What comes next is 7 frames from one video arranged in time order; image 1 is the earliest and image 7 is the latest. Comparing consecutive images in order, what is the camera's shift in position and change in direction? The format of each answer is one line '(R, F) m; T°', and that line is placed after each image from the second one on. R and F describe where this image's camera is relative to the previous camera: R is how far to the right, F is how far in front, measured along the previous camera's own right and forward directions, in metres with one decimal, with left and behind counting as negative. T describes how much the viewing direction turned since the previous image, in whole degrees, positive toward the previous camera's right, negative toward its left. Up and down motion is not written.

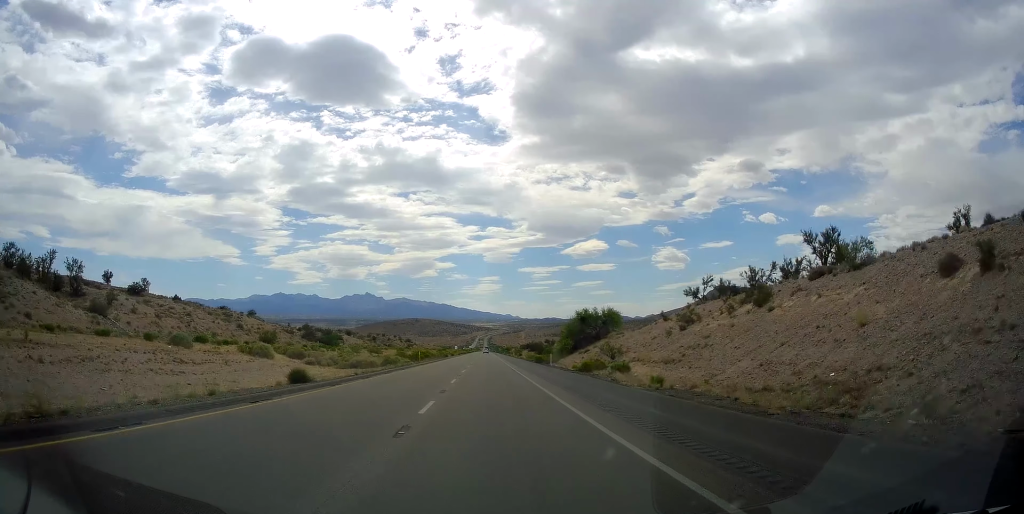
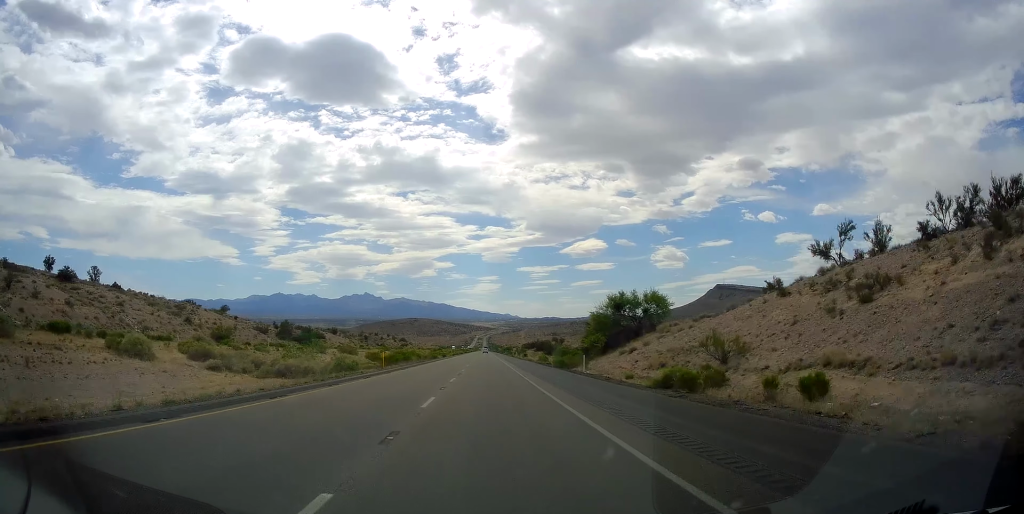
(0.0, +23.0) m; 0°
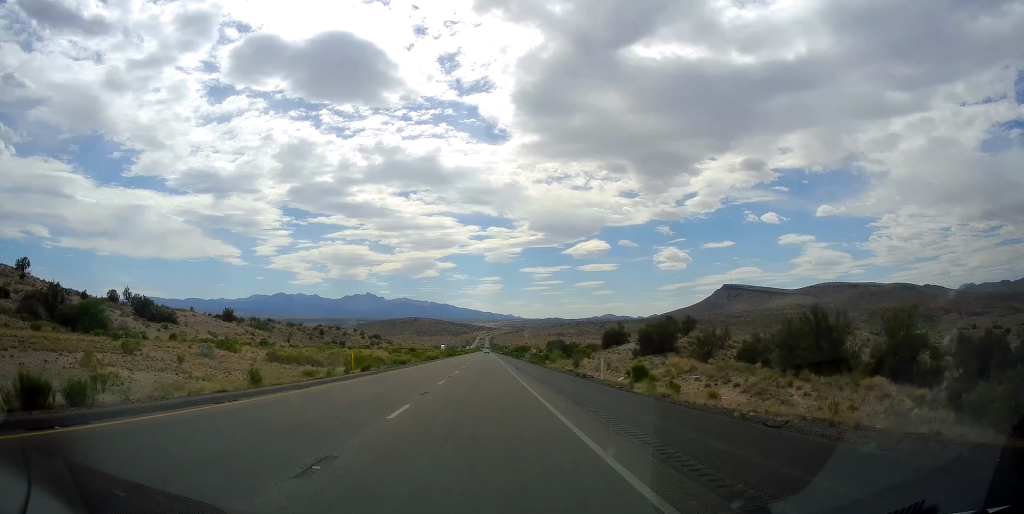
(0.0, +98.2) m; 0°
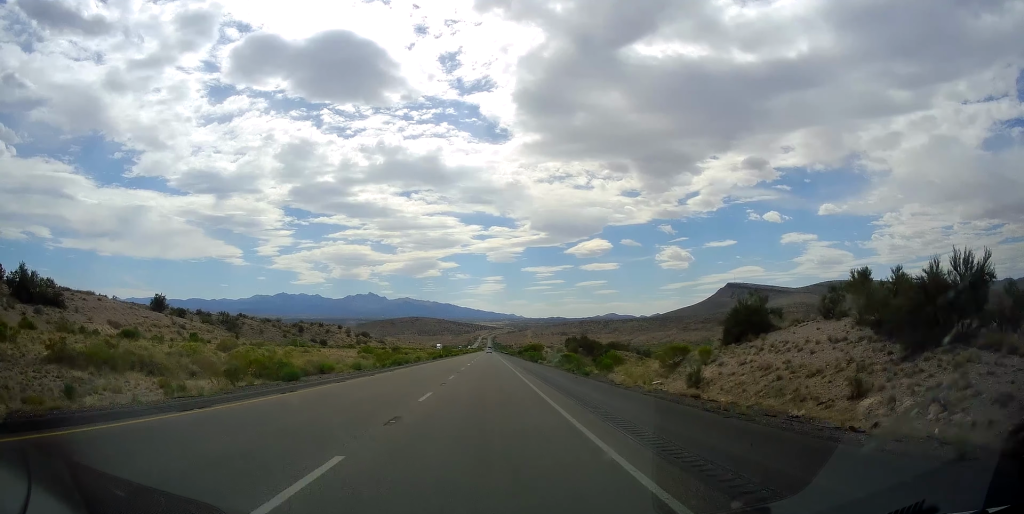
(0.0, +31.5) m; 0°
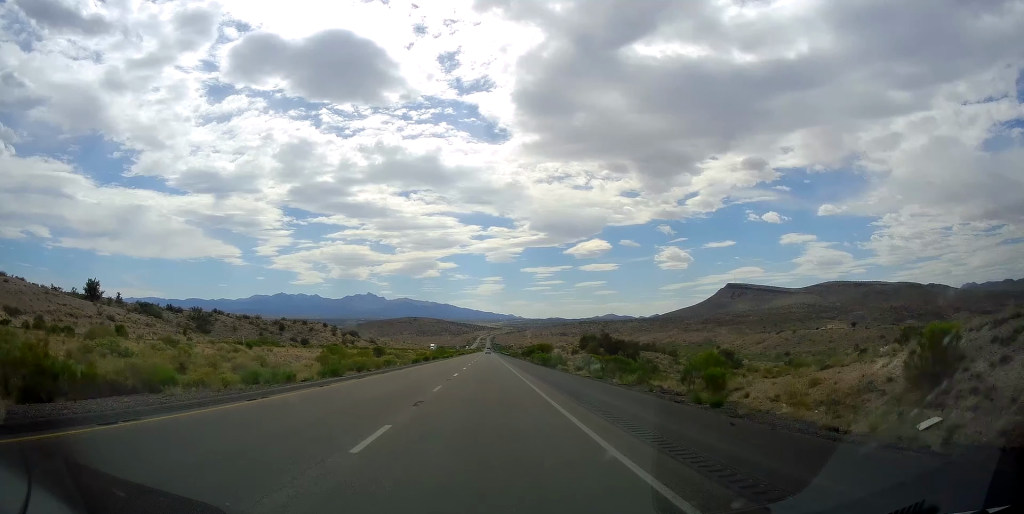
(0.0, +19.9) m; 0°
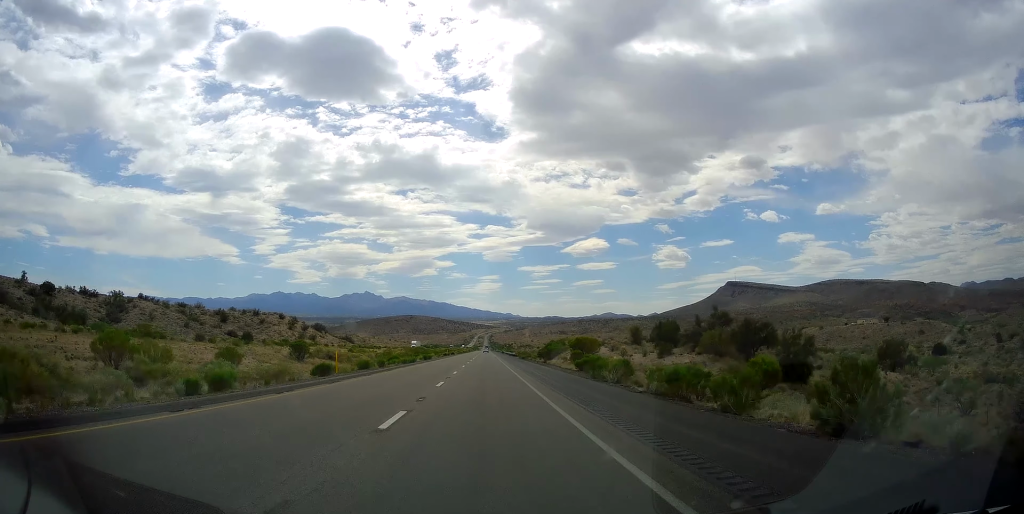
(0.0, +43.2) m; 0°
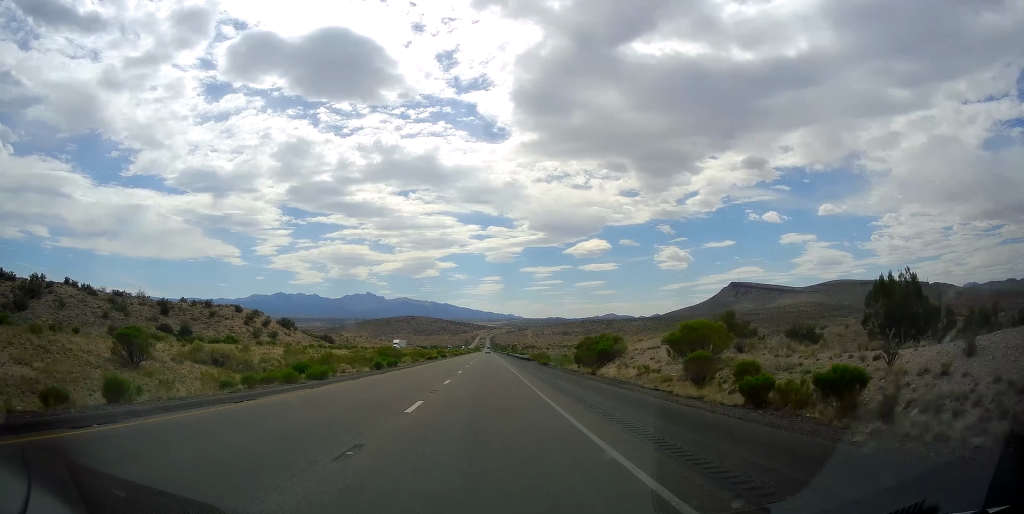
(0.0, +29.7) m; 0°
